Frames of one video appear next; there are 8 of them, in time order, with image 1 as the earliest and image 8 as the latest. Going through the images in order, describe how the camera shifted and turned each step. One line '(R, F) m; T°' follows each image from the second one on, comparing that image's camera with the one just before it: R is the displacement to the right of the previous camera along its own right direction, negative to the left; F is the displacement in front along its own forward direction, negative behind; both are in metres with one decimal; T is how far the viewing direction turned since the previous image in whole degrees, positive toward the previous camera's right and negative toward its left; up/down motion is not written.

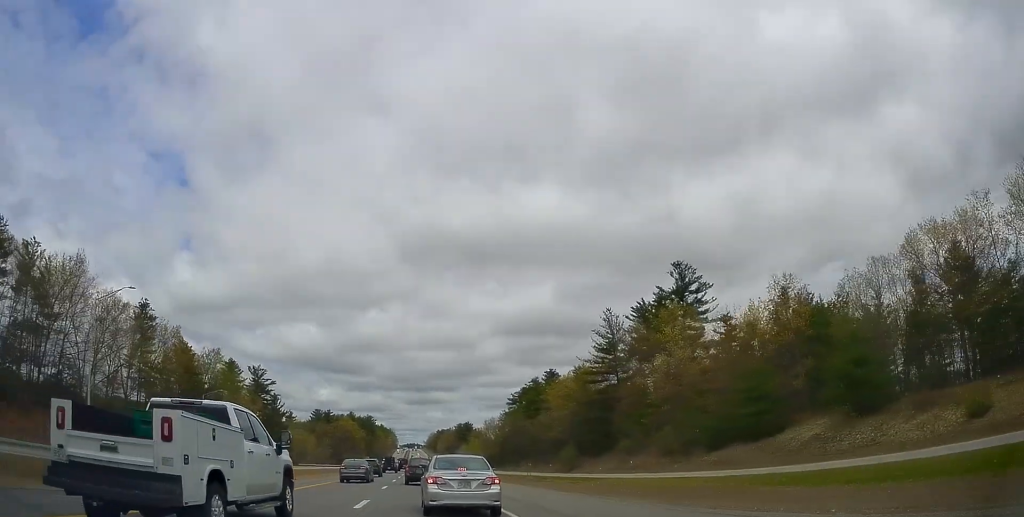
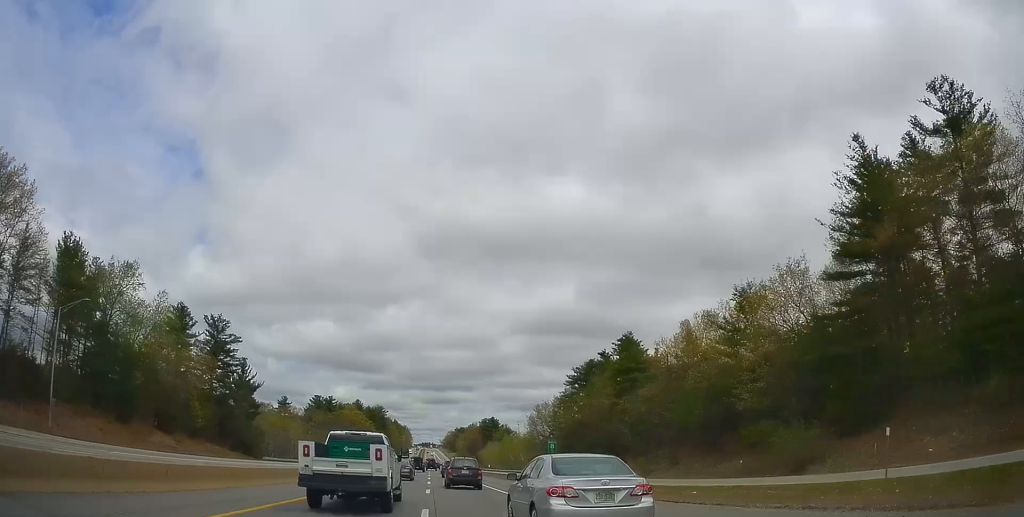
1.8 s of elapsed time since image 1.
(-1.3, +51.9) m; -2°
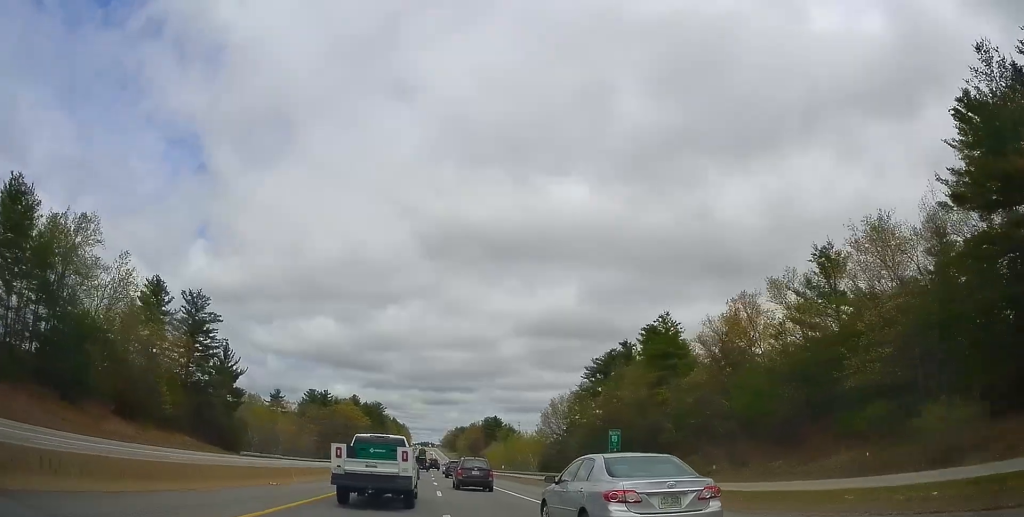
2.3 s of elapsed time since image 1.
(0.0, +13.7) m; 0°
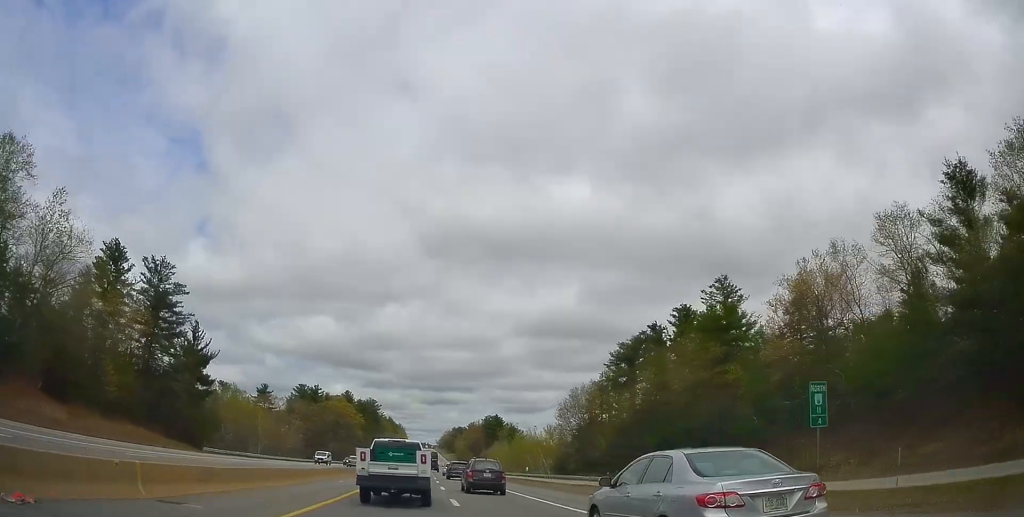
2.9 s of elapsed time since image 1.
(0.0, +16.5) m; 0°
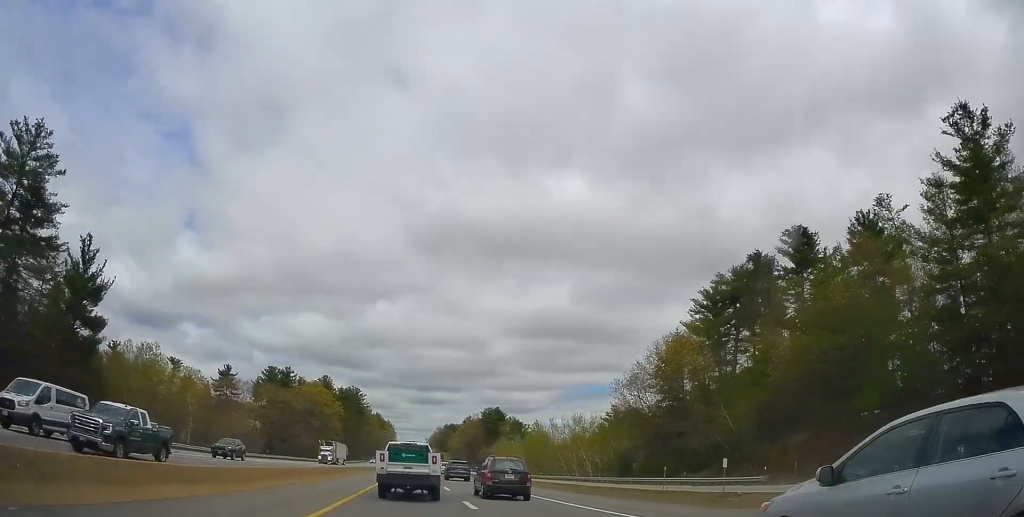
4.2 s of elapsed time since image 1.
(+0.1, +37.0) m; 0°
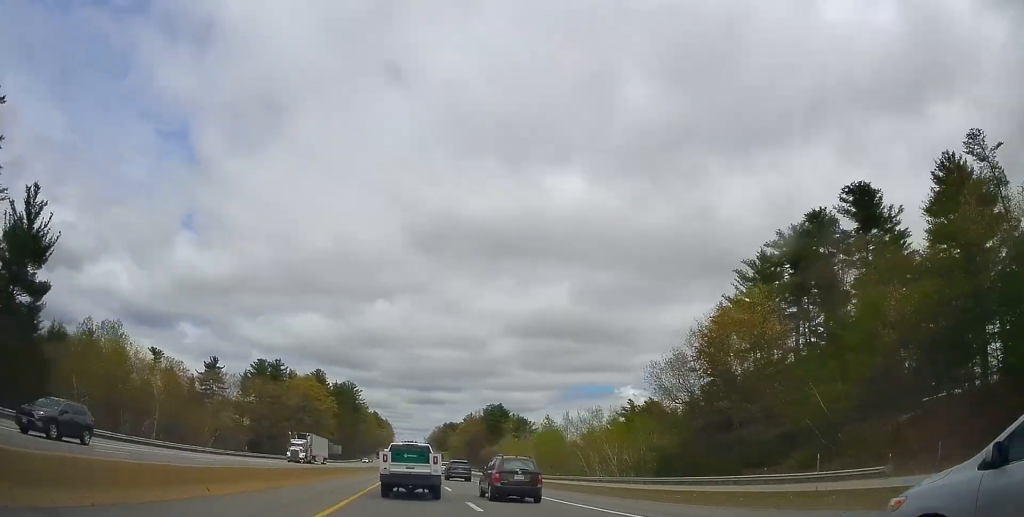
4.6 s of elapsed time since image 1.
(0.0, +12.6) m; 0°
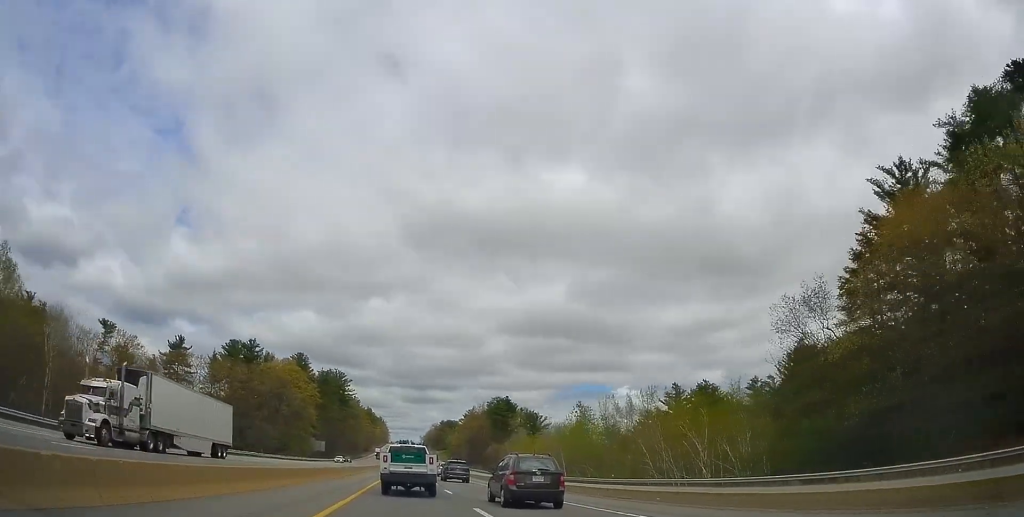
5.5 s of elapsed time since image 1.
(+0.2, +26.4) m; 0°
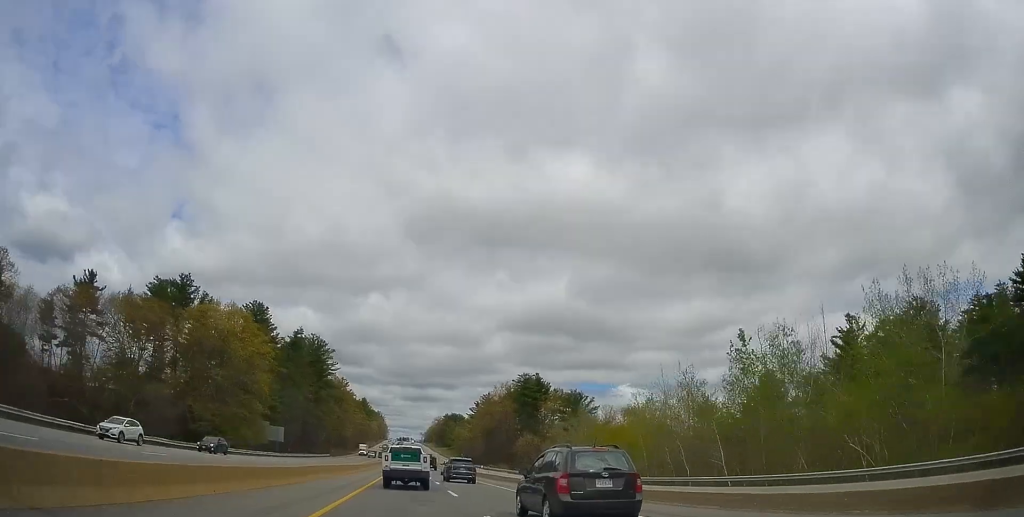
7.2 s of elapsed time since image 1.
(-0.1, +50.4) m; 0°
